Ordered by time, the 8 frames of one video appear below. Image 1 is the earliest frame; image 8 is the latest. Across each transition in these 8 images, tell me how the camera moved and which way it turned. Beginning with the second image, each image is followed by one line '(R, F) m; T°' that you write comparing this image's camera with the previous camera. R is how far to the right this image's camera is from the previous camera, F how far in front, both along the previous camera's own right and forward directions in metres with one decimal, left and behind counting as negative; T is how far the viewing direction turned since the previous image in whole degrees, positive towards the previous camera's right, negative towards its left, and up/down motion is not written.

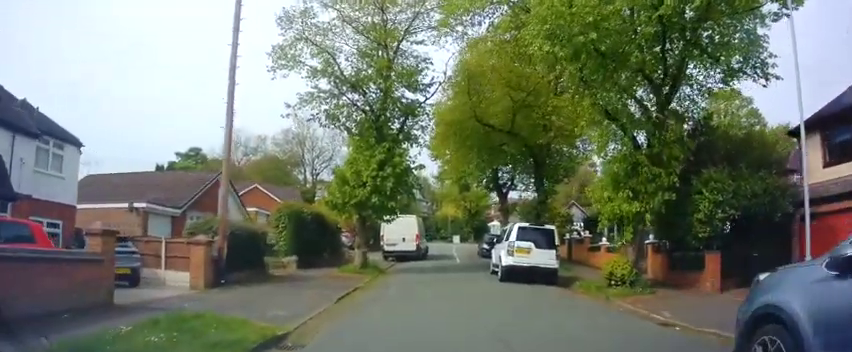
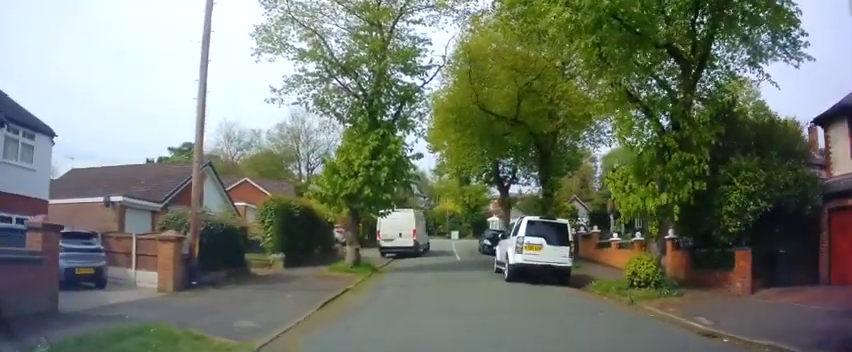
(+0.1, +1.6) m; +1°
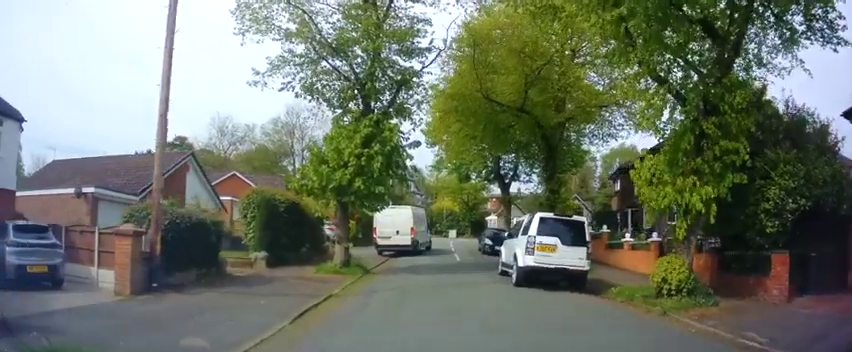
(+0.1, +1.8) m; 0°
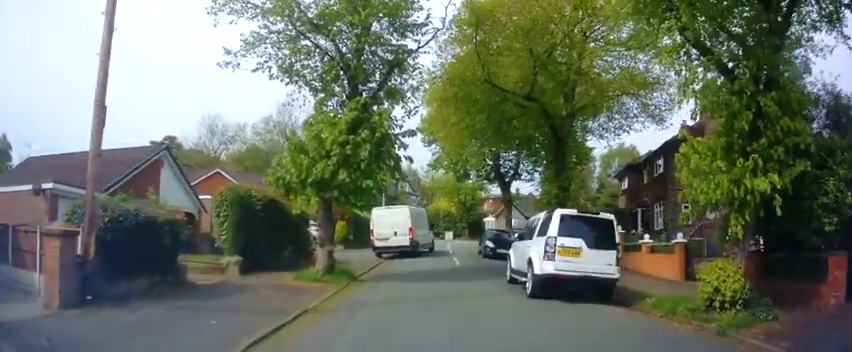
(-0.1, +2.1) m; -5°
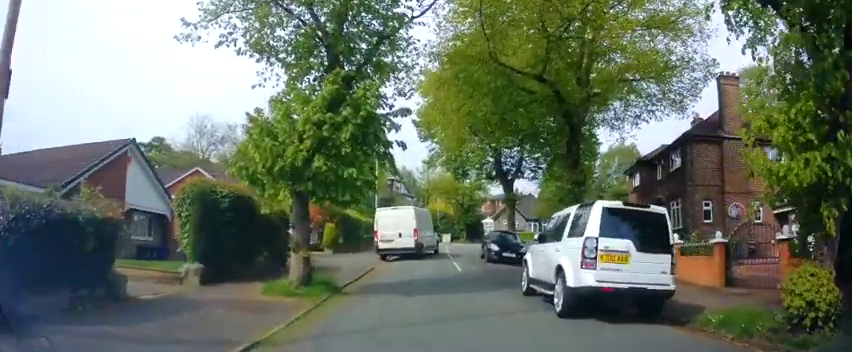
(-0.2, +2.5) m; -2°
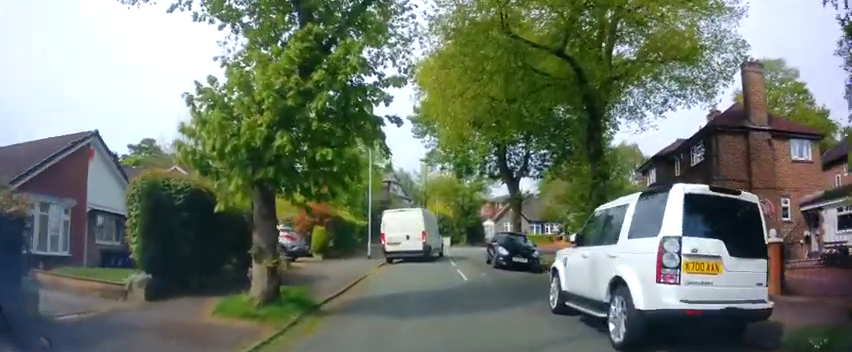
(-0.1, +2.4) m; +2°
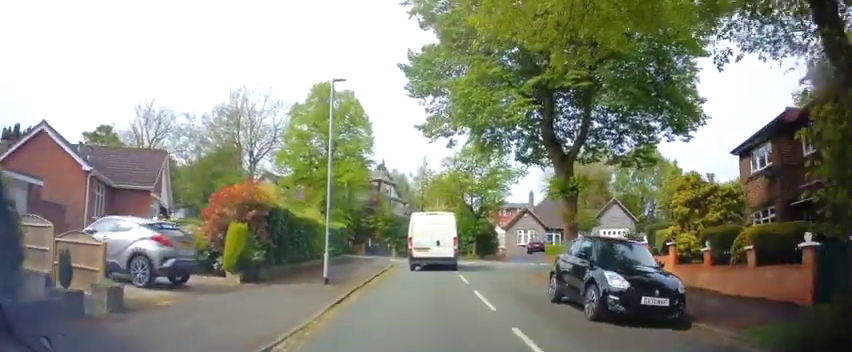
(+1.3, +10.1) m; +3°
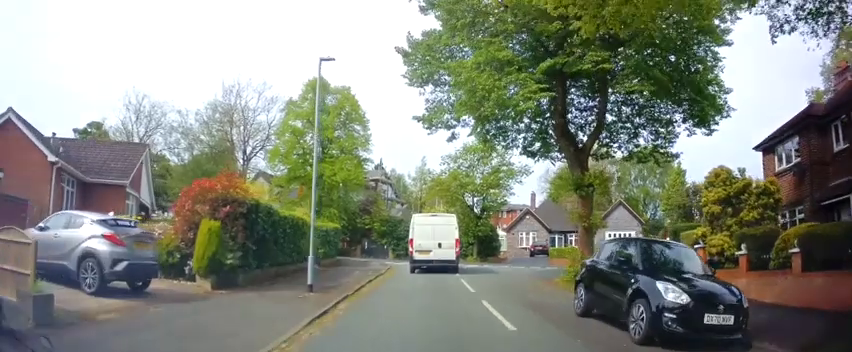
(-0.1, +1.8) m; -2°
